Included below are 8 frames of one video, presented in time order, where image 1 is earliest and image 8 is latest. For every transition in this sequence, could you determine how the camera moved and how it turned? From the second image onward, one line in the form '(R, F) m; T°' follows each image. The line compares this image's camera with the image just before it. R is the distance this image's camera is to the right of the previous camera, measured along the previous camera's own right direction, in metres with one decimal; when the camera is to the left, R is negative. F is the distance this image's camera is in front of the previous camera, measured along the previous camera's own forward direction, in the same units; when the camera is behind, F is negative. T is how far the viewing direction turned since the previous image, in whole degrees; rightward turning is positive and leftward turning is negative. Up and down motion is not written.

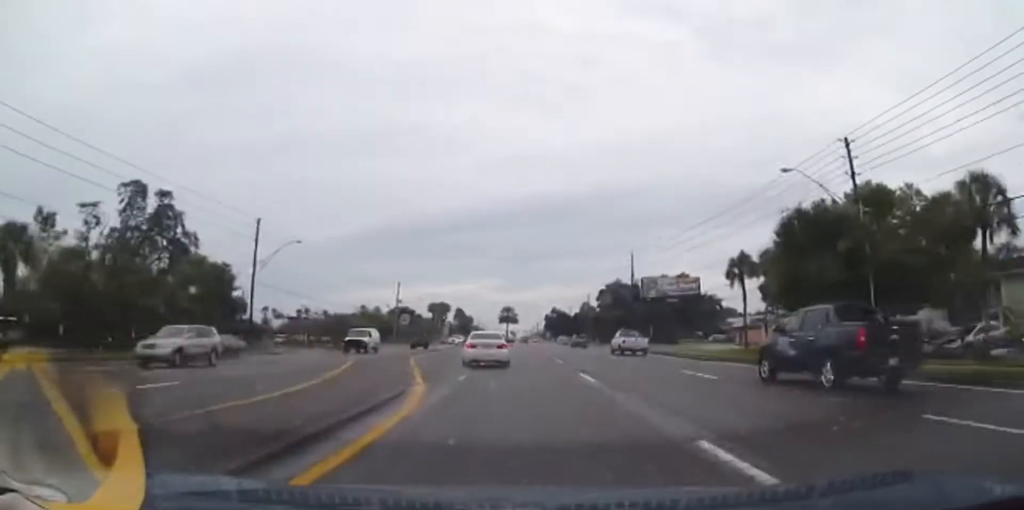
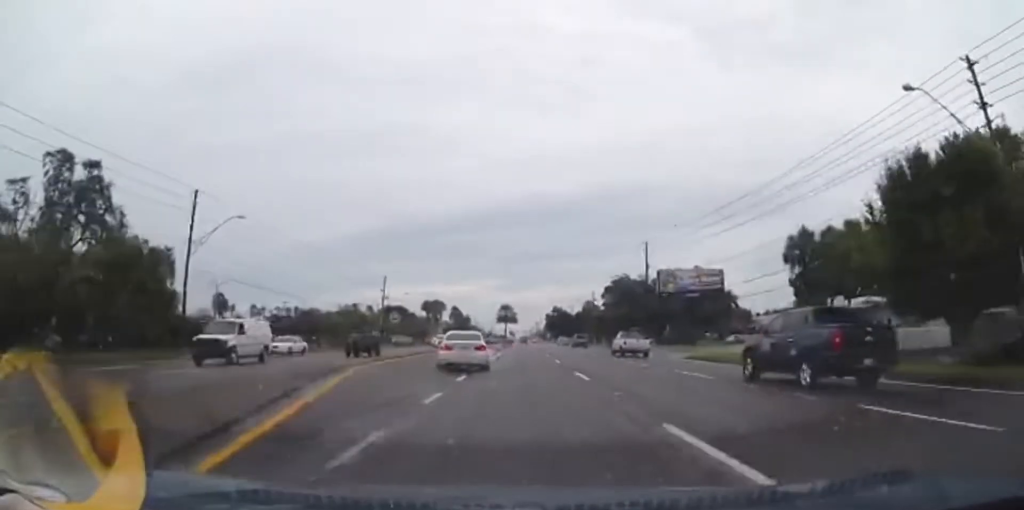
(0.0, +10.2) m; 0°
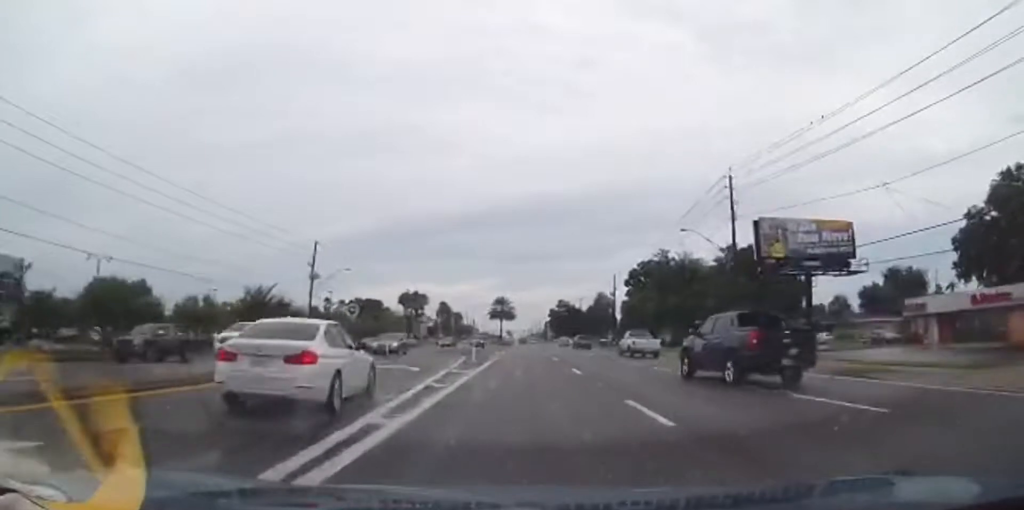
(-0.5, +33.1) m; -1°
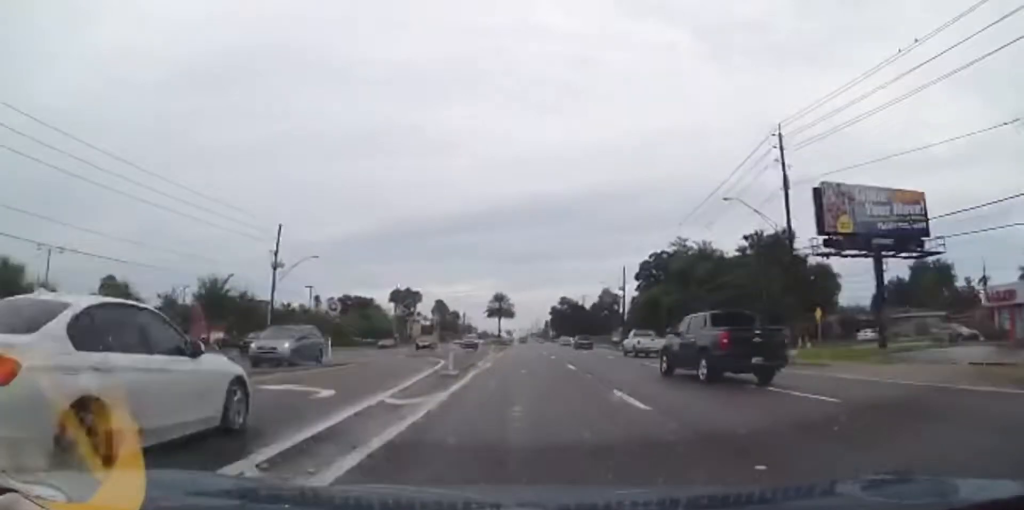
(0.0, +10.0) m; 0°
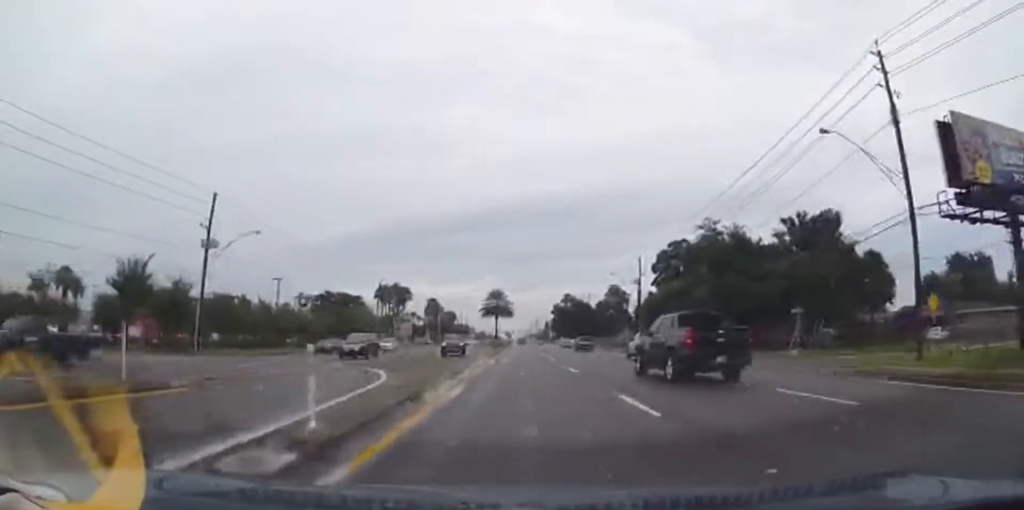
(0.0, +12.7) m; +1°
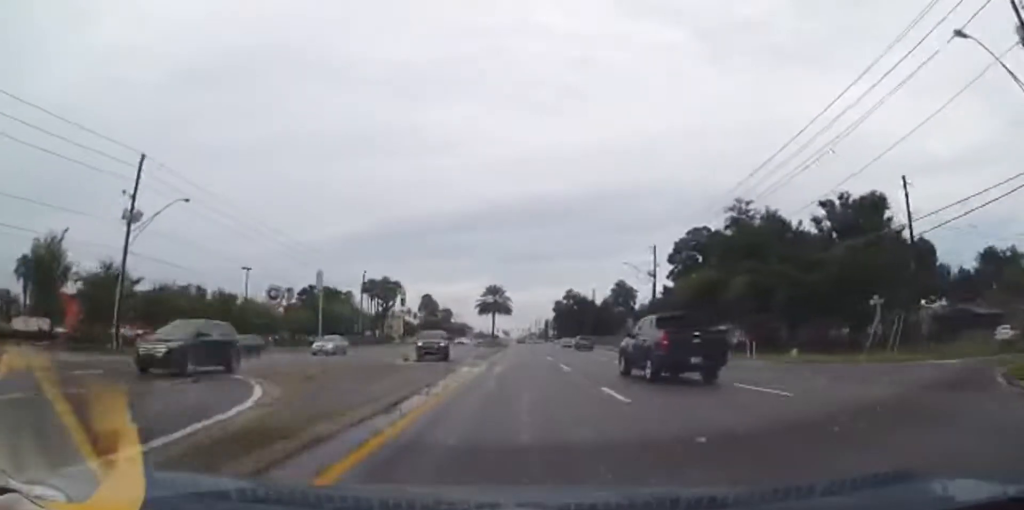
(+0.1, +9.7) m; 0°
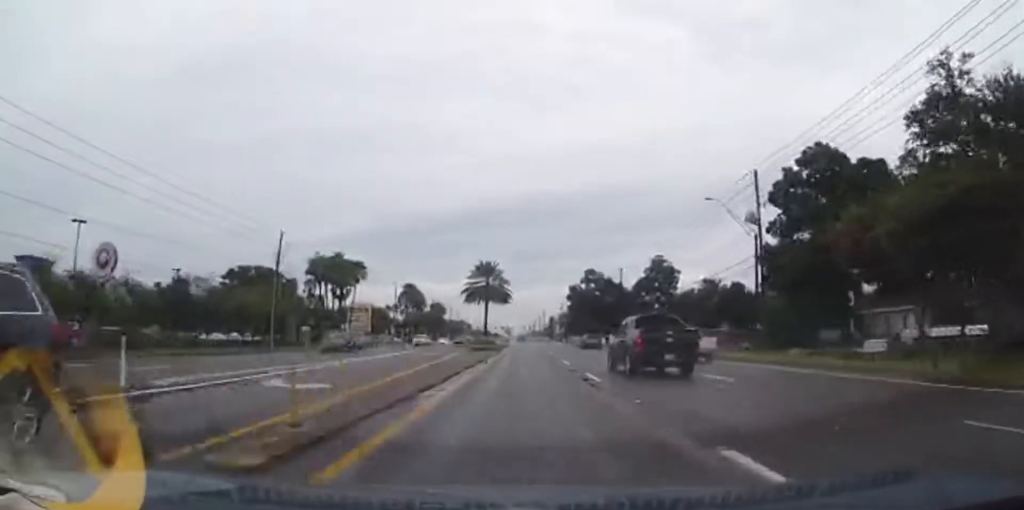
(-0.1, +32.4) m; -1°
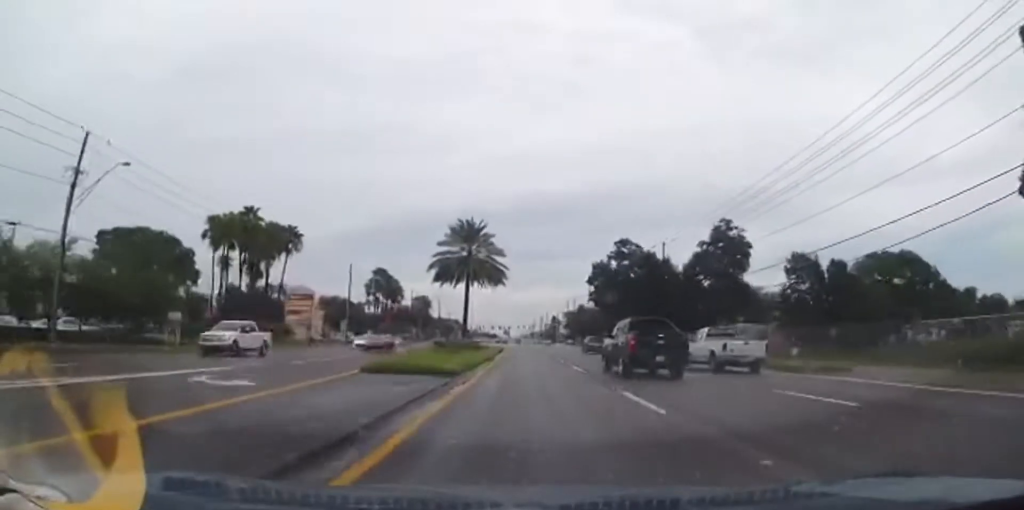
(-0.1, +29.8) m; 0°
